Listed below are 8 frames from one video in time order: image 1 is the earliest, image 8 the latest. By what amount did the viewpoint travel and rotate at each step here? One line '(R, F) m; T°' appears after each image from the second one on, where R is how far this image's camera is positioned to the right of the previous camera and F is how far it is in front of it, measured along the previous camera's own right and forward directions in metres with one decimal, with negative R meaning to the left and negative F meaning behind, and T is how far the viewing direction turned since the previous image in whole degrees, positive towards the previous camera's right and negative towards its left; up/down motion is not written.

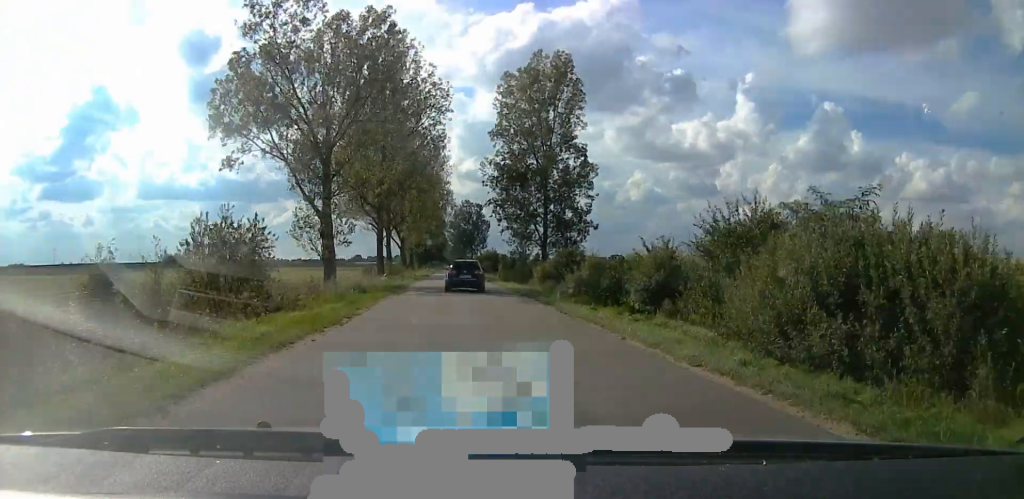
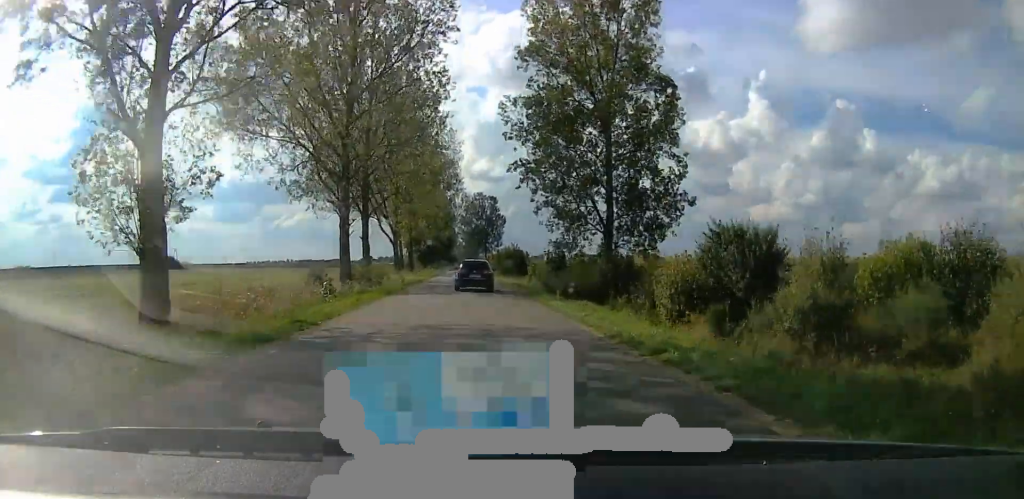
(0.0, +26.3) m; -1°
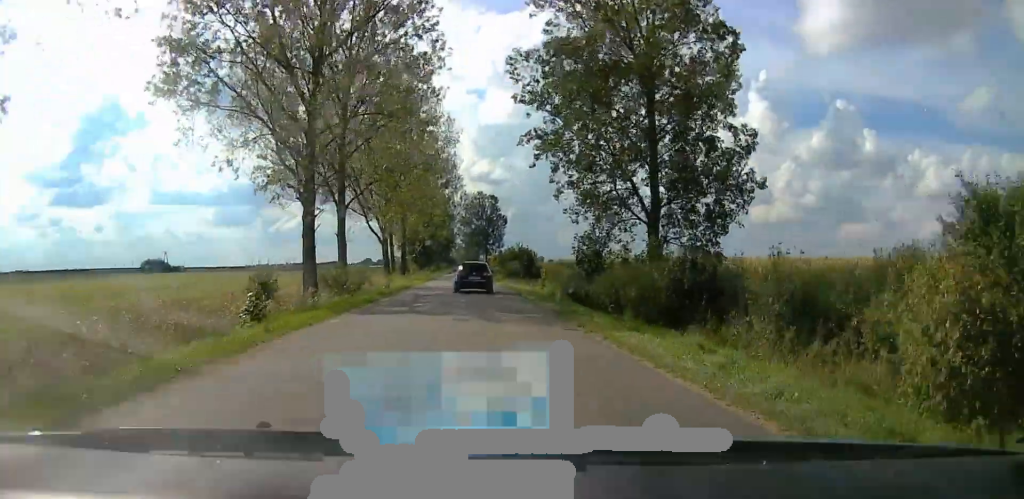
(-0.1, +10.2) m; 0°
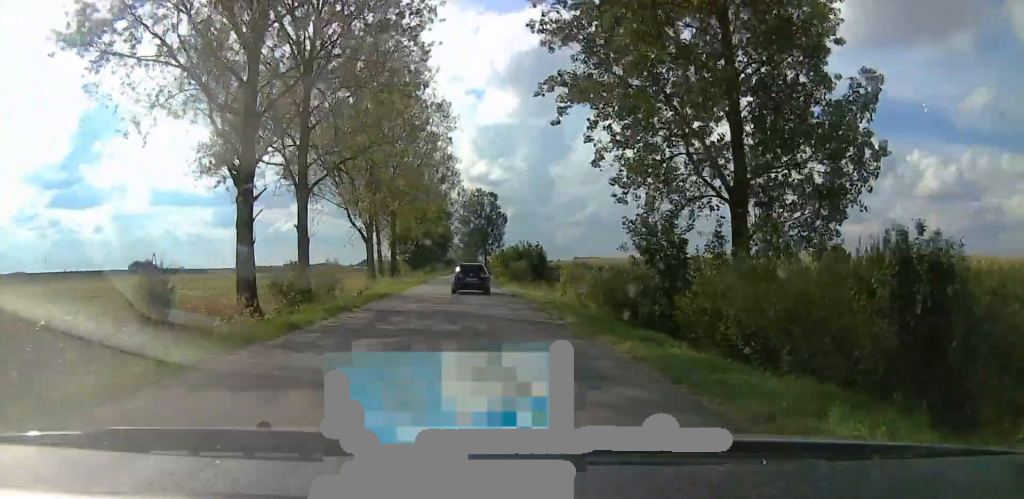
(-0.1, +10.2) m; 0°
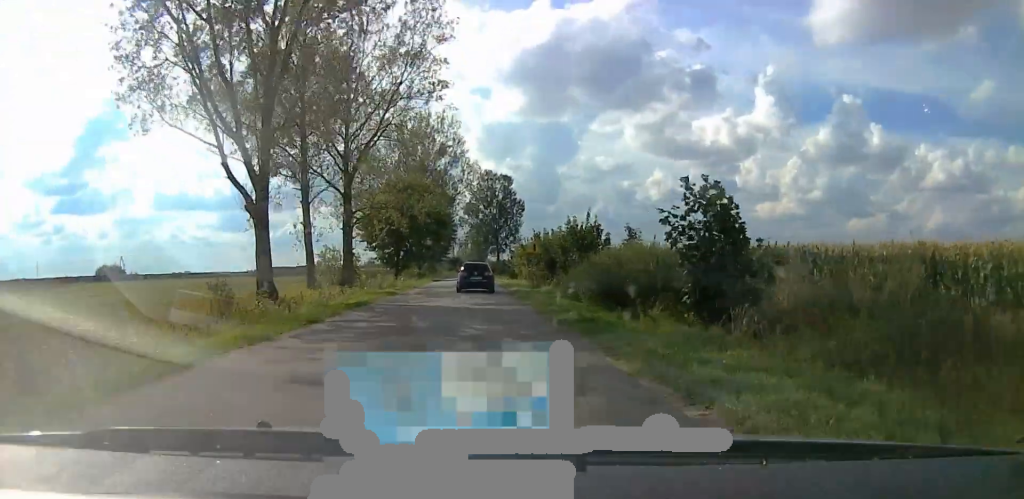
(-0.1, +35.8) m; 0°
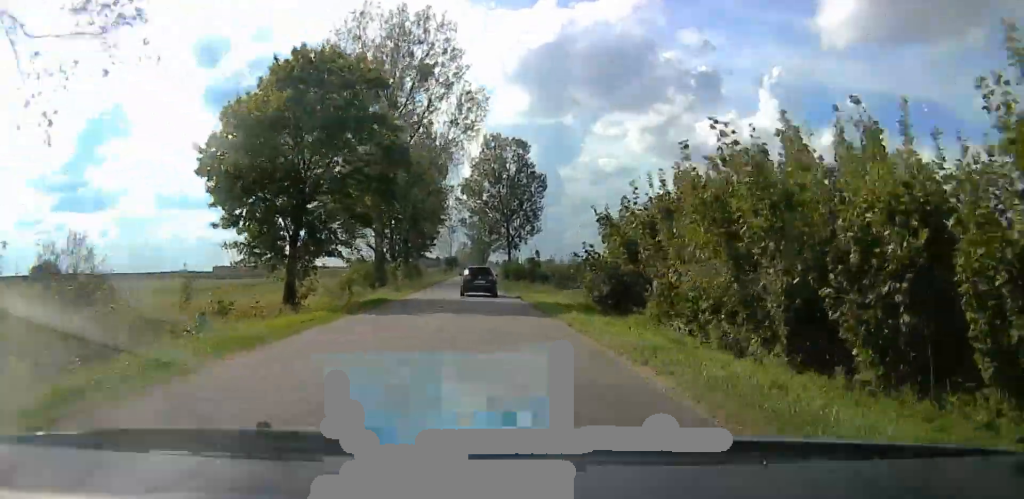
(-0.6, +43.9) m; -2°
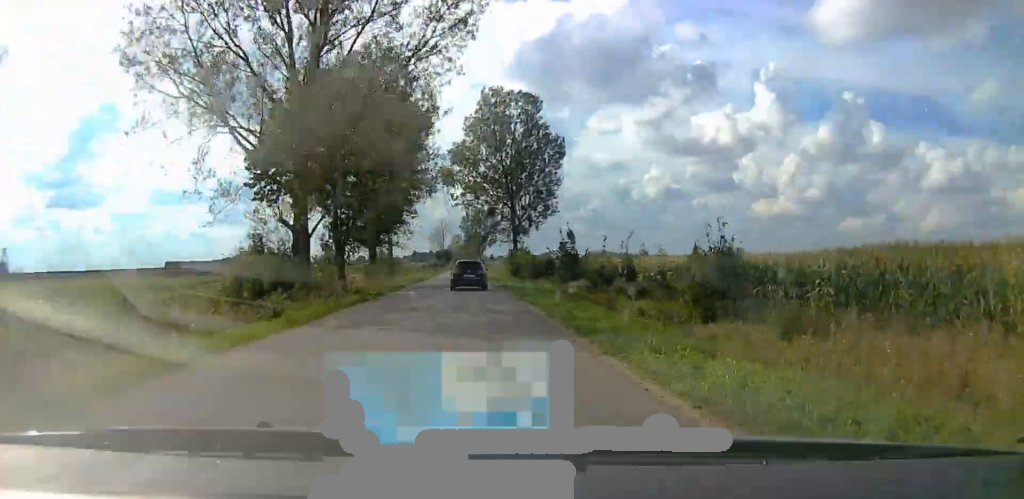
(0.0, +26.6) m; +1°
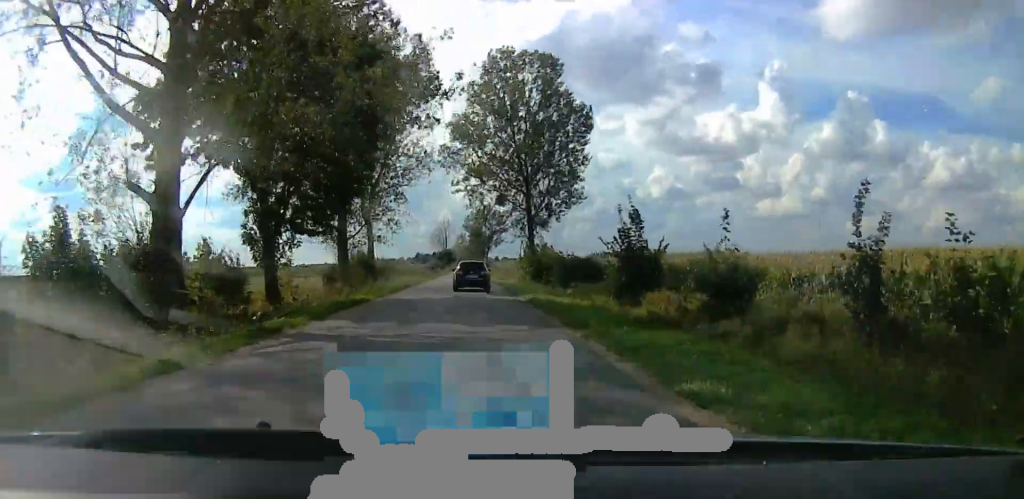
(+0.2, +16.4) m; 0°
